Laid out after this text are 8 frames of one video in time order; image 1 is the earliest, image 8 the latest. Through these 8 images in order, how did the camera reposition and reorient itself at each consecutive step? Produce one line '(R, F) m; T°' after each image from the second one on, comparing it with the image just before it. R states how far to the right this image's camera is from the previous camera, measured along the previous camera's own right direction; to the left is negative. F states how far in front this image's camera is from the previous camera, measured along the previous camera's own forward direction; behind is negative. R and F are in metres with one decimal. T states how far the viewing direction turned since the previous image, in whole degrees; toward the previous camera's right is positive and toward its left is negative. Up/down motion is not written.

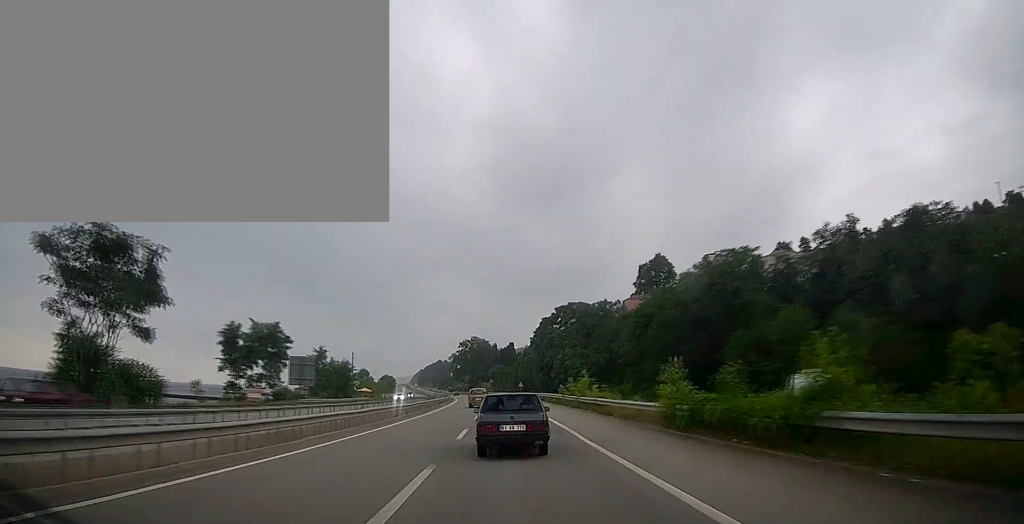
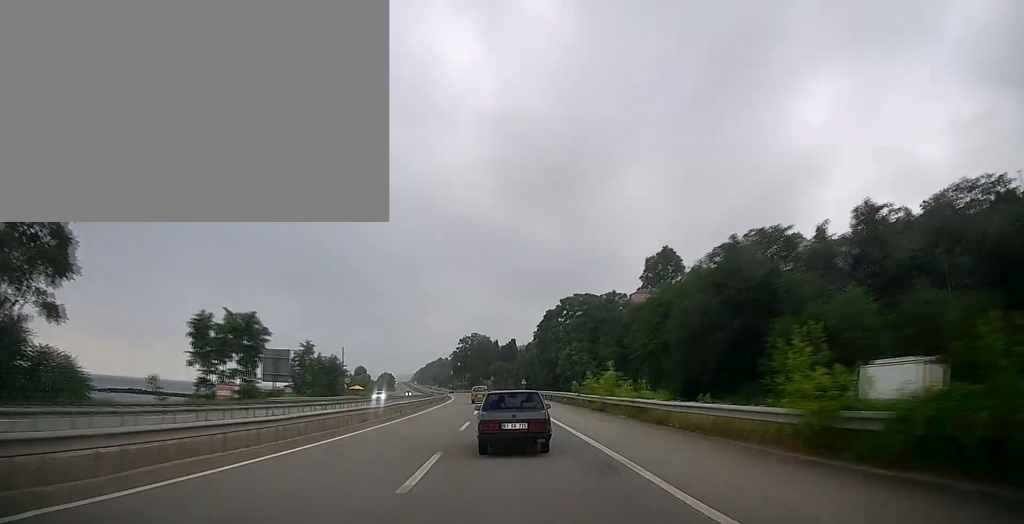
(-0.1, +9.1) m; -1°
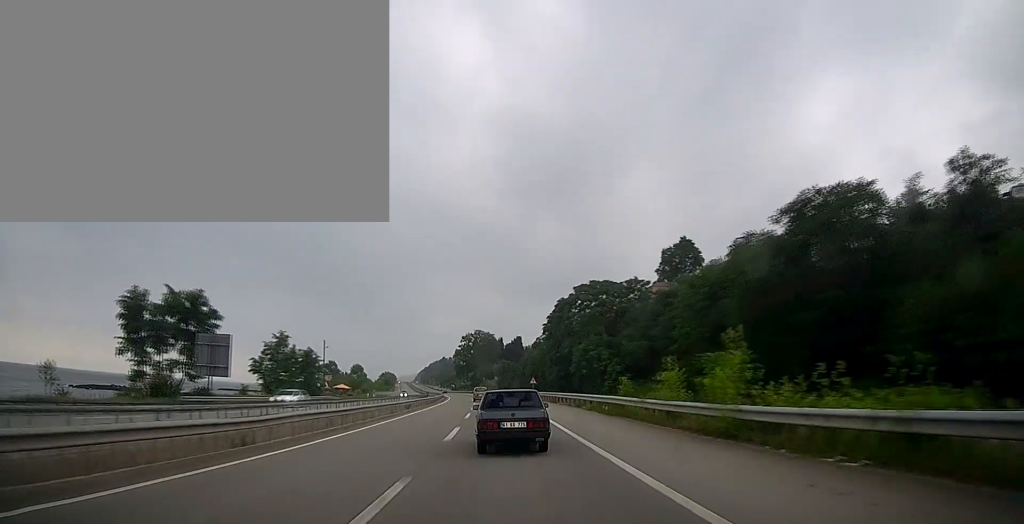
(-0.1, +16.1) m; 0°
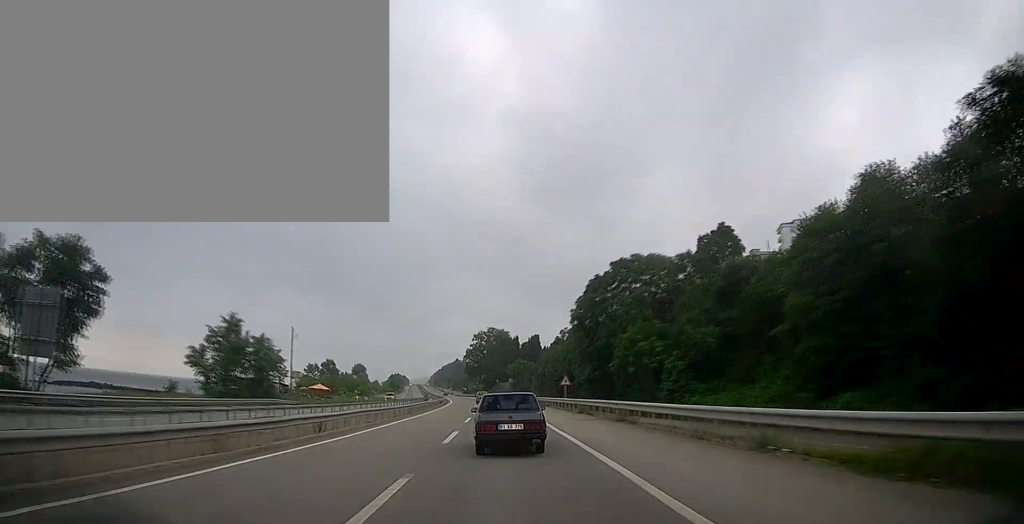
(0.0, +23.5) m; -1°
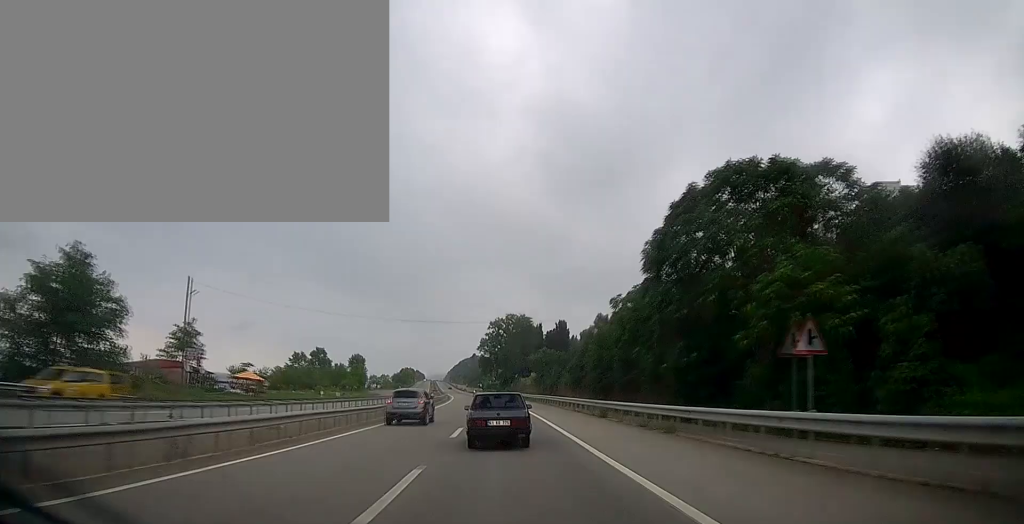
(-0.8, +34.5) m; -3°
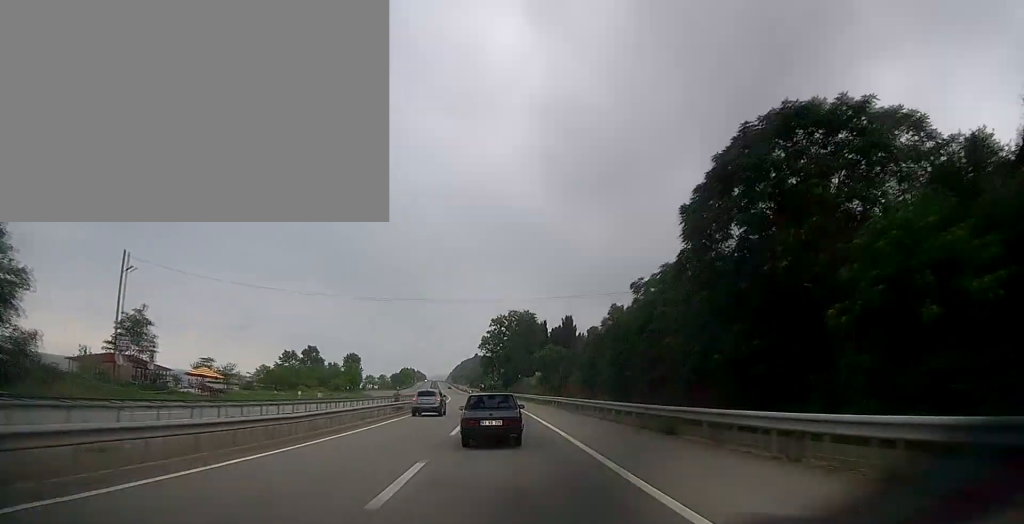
(0.0, +10.7) m; -1°
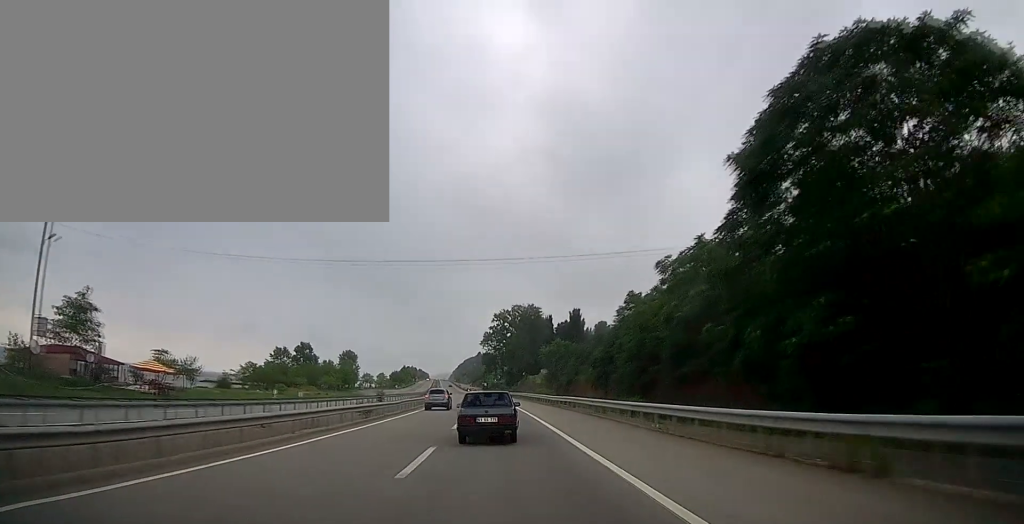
(-0.3, +9.4) m; 0°
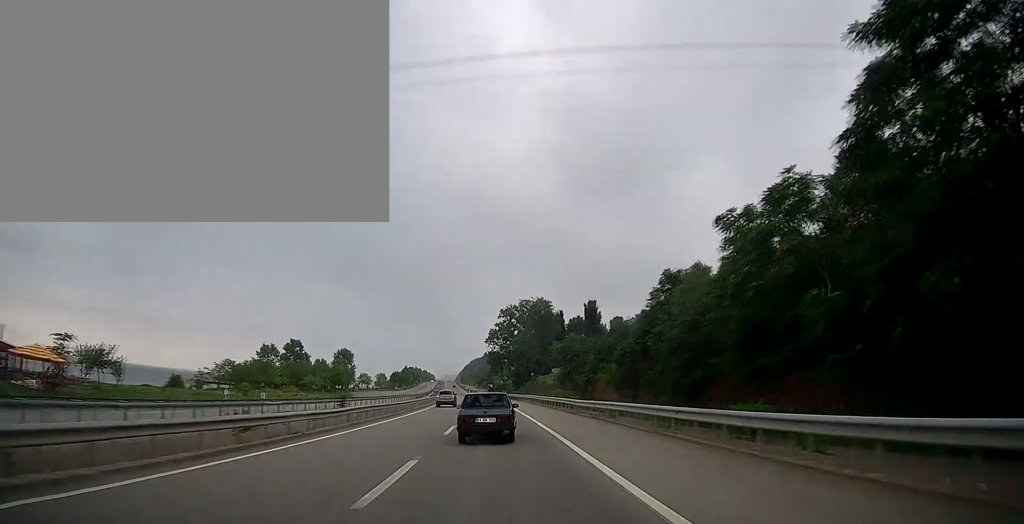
(0.0, +14.0) m; 0°
